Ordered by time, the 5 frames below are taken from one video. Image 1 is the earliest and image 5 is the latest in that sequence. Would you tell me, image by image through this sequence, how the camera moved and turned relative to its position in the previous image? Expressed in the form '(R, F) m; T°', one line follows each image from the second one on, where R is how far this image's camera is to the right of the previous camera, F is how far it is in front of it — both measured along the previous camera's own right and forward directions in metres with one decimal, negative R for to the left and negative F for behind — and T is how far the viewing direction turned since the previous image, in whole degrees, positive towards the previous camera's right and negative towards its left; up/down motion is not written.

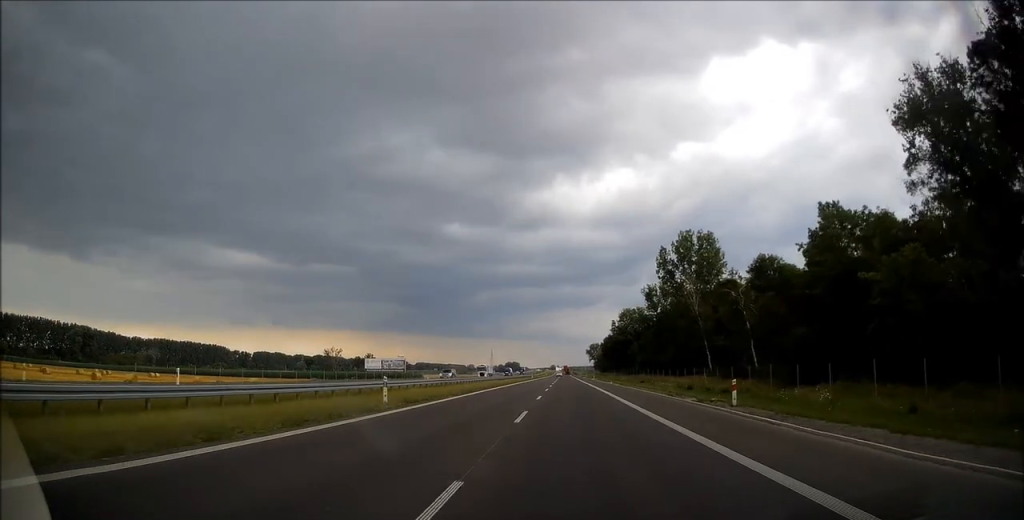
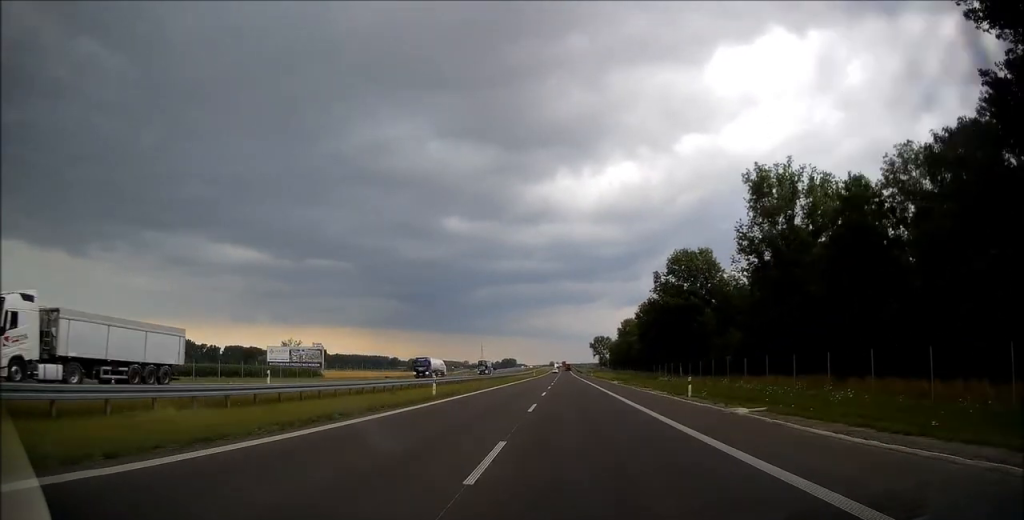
(0.0, +91.2) m; 0°
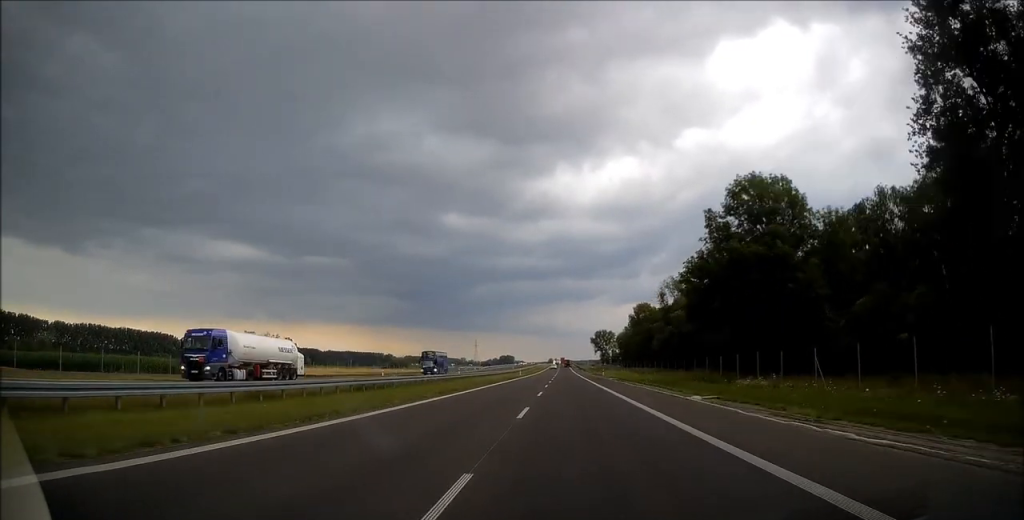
(0.0, +38.7) m; 0°
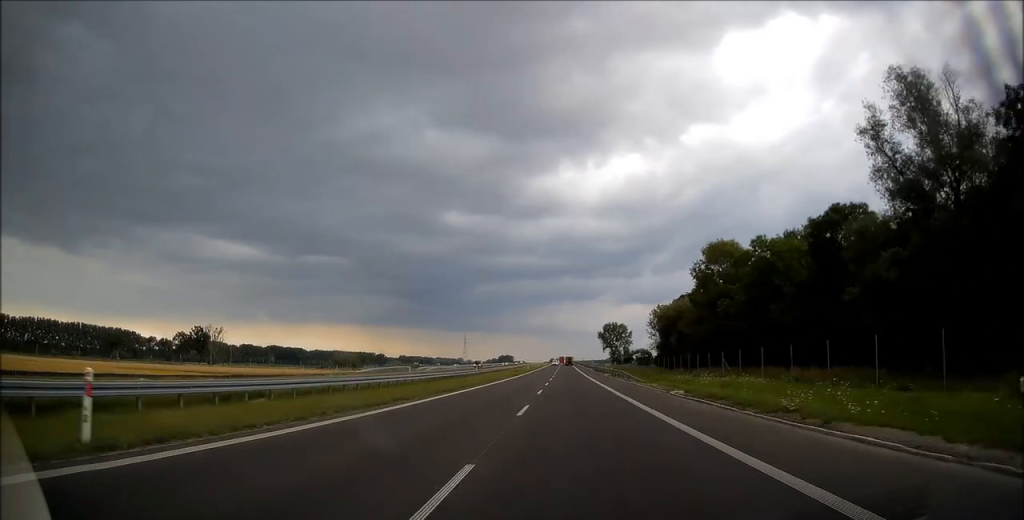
(-0.1, +82.5) m; 0°
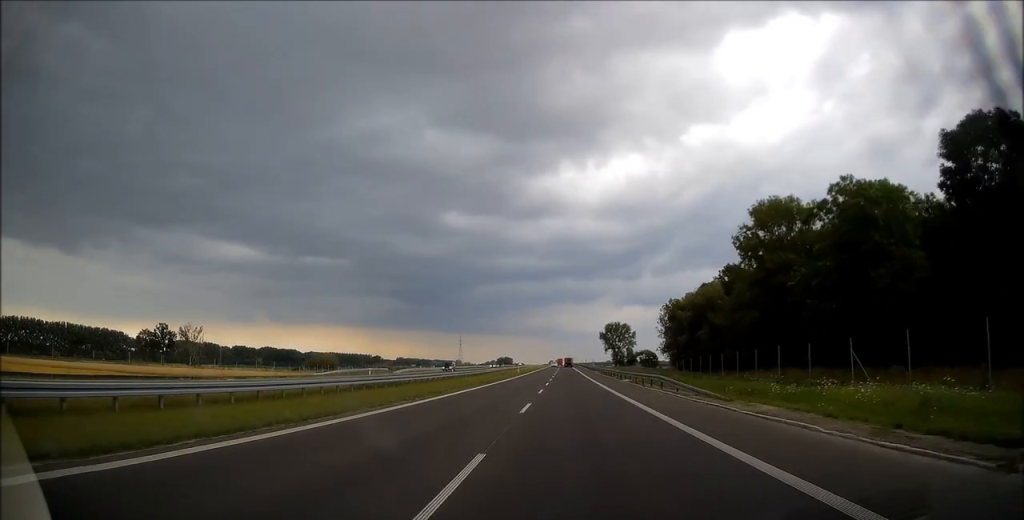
(0.0, +23.1) m; 0°
